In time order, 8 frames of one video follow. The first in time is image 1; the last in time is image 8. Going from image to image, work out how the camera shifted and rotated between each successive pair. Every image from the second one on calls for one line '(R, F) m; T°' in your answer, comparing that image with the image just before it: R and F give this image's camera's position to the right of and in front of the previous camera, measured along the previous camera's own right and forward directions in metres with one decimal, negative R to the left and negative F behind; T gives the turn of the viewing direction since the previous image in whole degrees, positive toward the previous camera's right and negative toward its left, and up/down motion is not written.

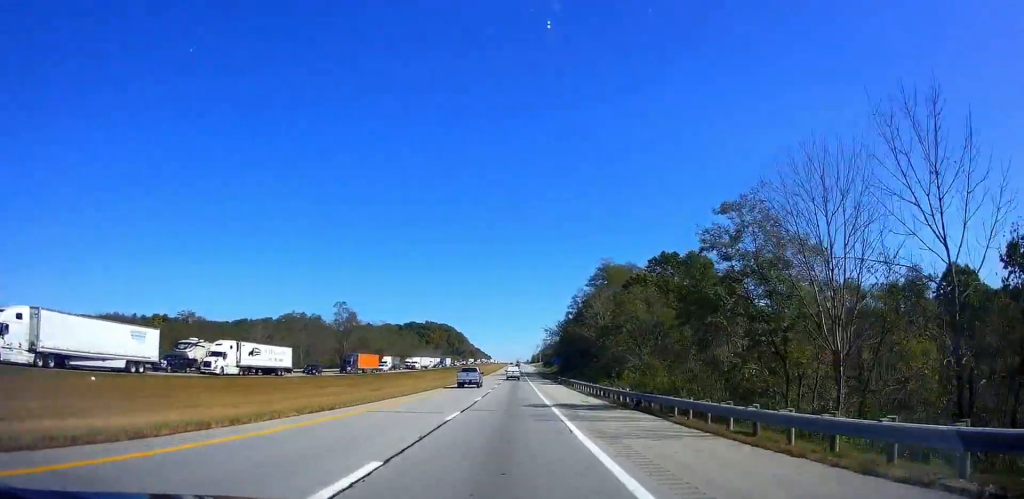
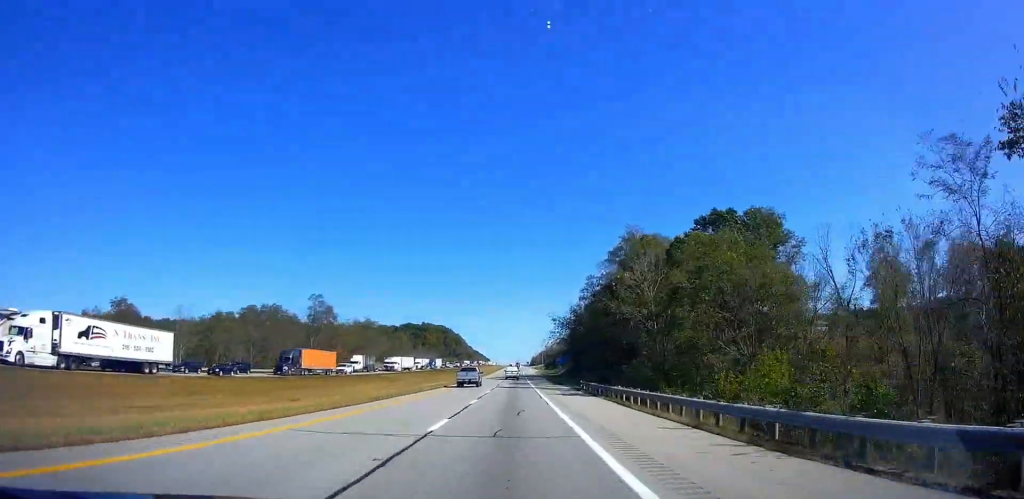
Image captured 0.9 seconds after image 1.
(+0.1, +27.7) m; +1°
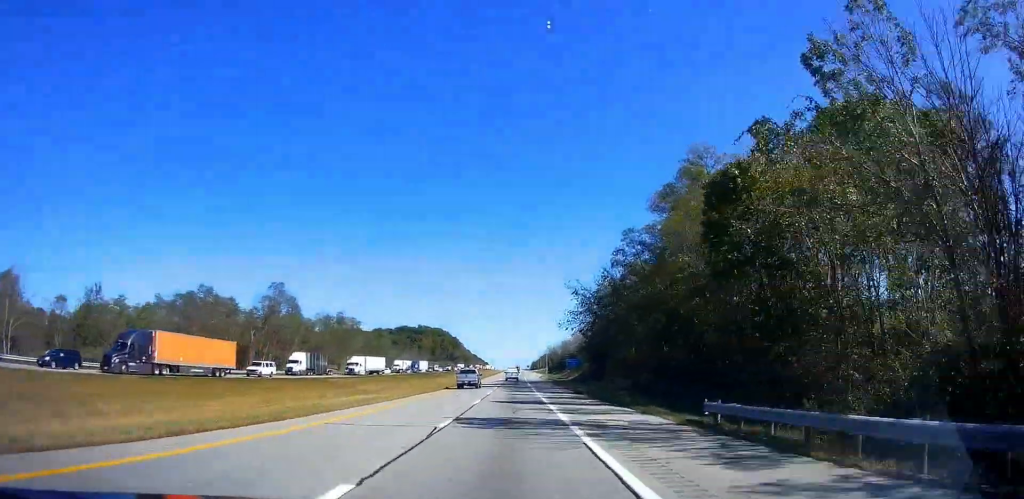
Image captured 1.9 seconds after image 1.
(+0.4, +33.0) m; 0°
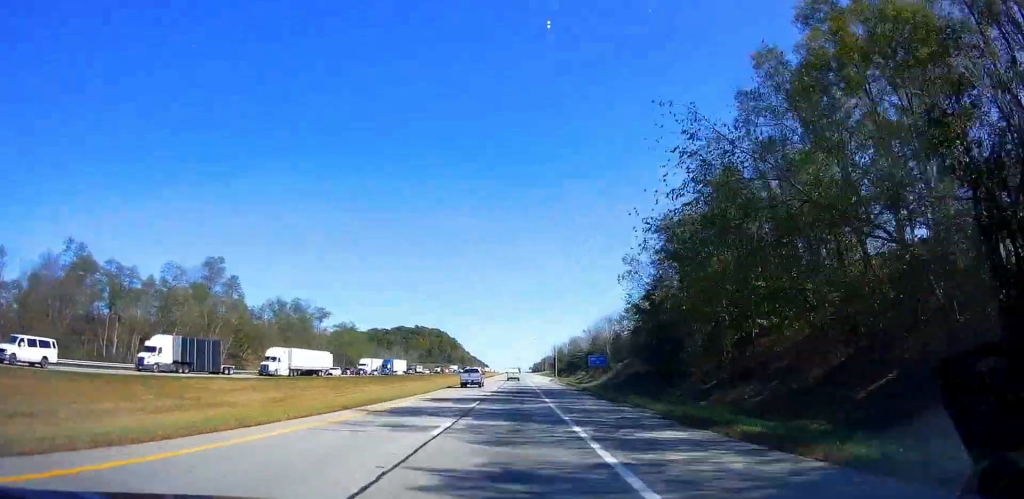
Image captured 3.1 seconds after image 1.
(-0.8, +38.3) m; -1°
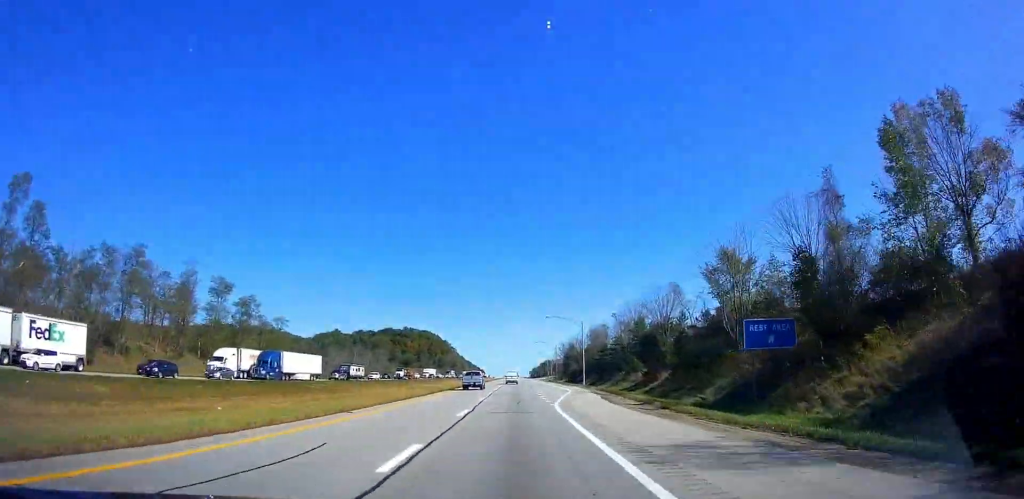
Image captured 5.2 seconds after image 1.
(0.0, +64.5) m; 0°
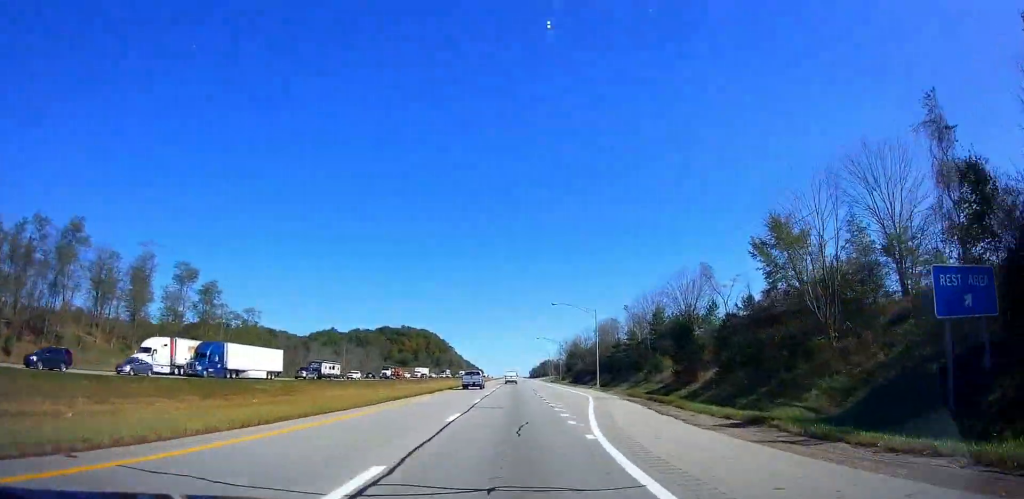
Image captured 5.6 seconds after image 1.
(+0.2, +14.9) m; 0°
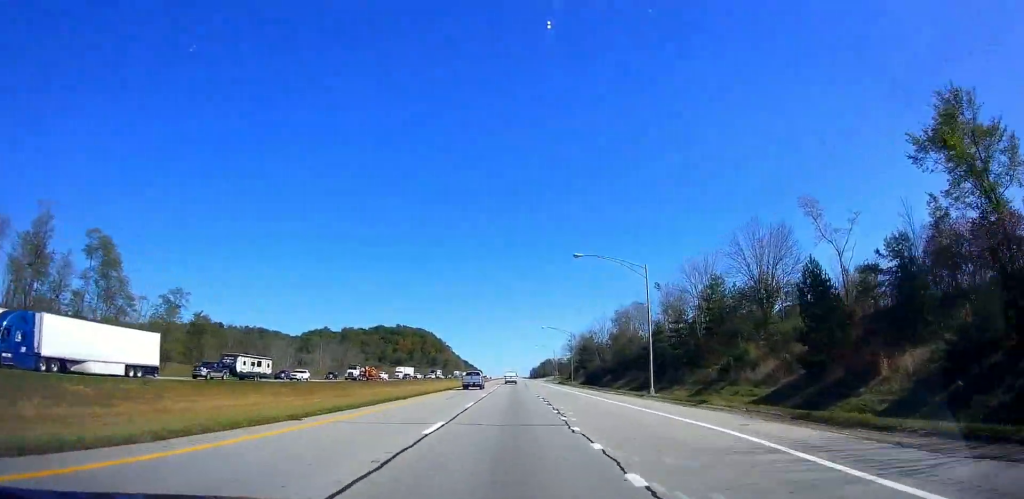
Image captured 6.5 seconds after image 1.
(+0.6, +27.6) m; 0°
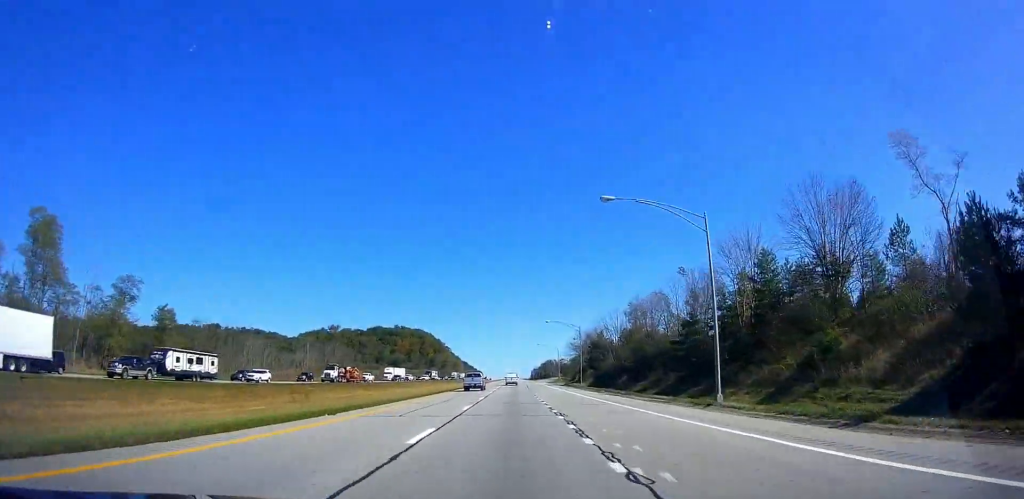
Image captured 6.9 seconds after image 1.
(-0.4, +13.9) m; 0°
